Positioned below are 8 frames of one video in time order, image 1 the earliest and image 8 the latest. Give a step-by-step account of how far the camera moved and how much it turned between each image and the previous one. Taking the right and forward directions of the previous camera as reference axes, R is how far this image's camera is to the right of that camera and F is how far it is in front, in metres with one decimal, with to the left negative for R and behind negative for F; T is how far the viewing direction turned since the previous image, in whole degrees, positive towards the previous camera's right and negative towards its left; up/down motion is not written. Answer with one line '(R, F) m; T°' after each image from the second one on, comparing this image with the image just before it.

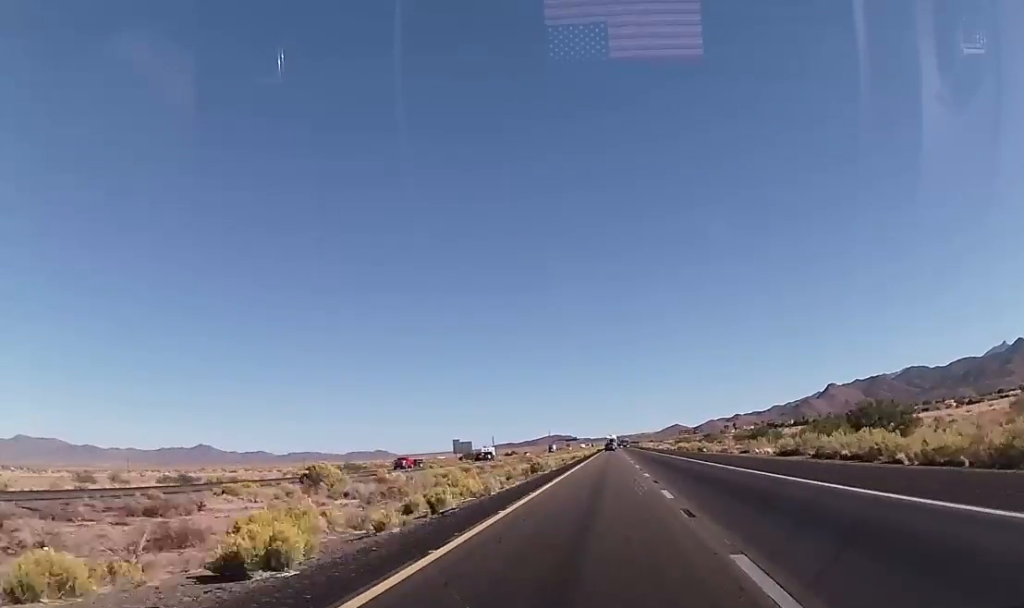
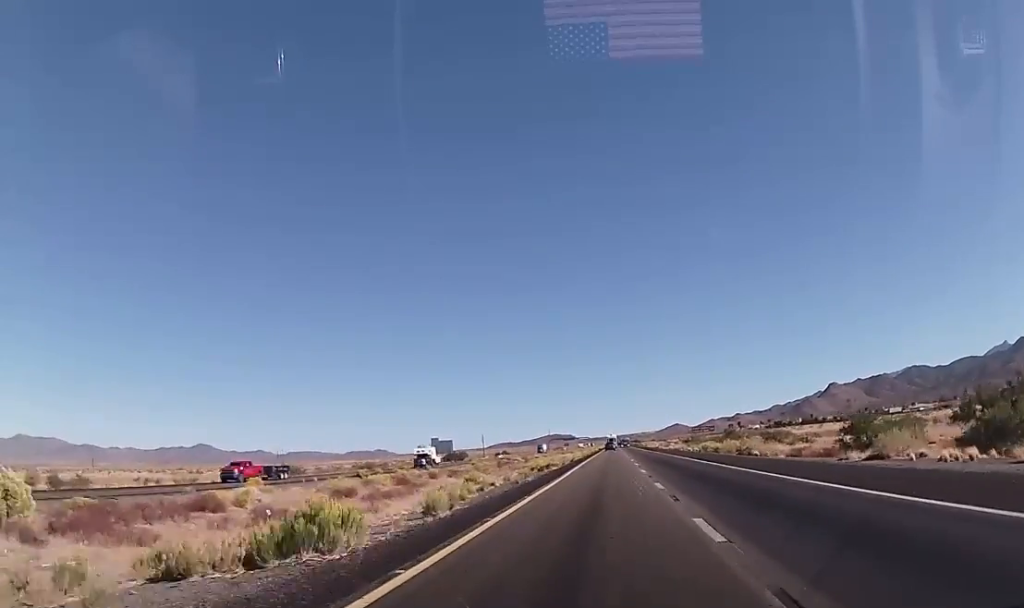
(0.0, +32.7) m; 0°
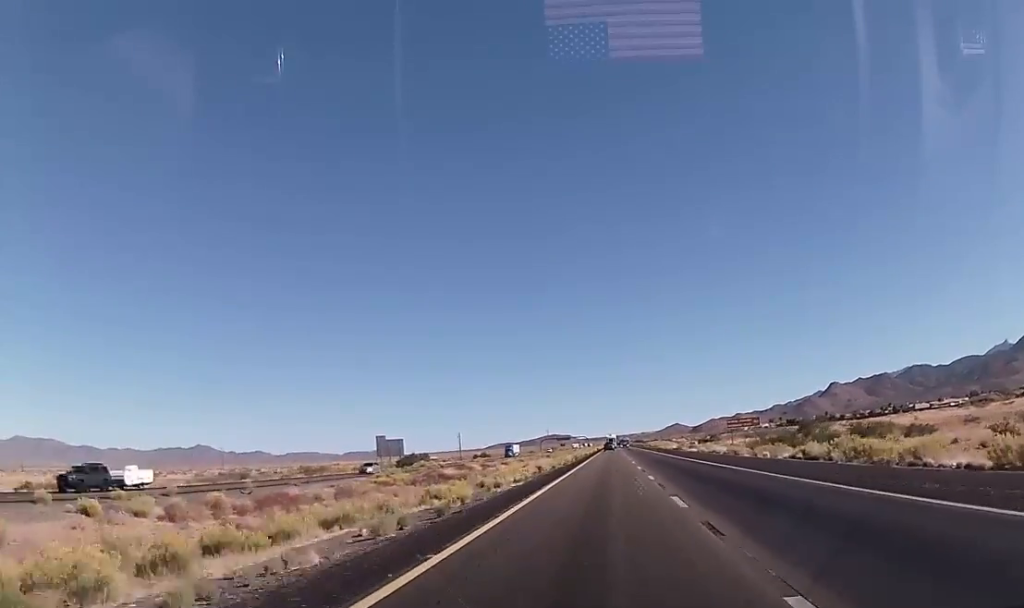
(+0.2, +55.3) m; 0°
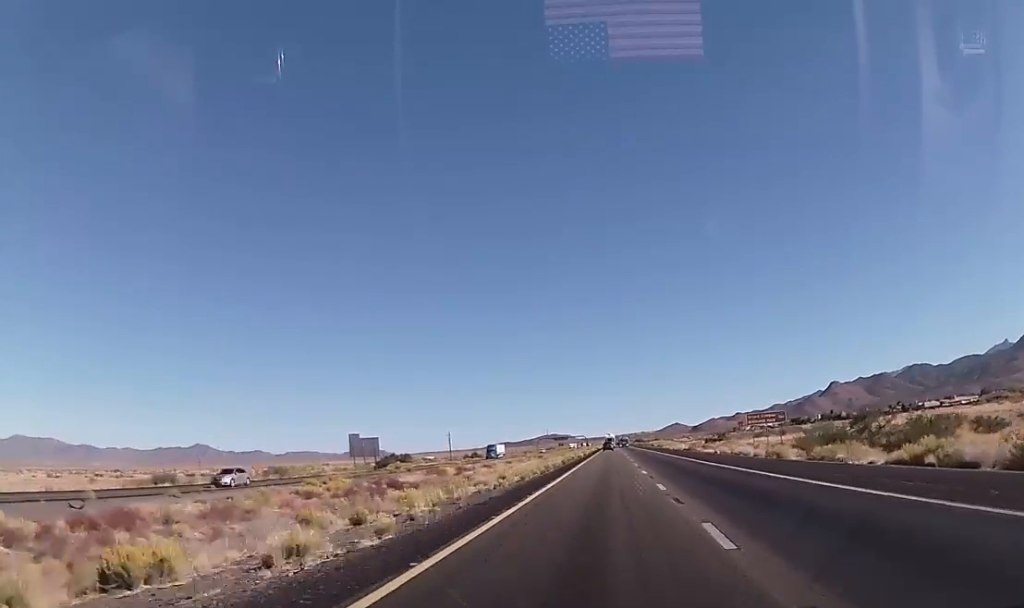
(-0.1, +18.9) m; 0°
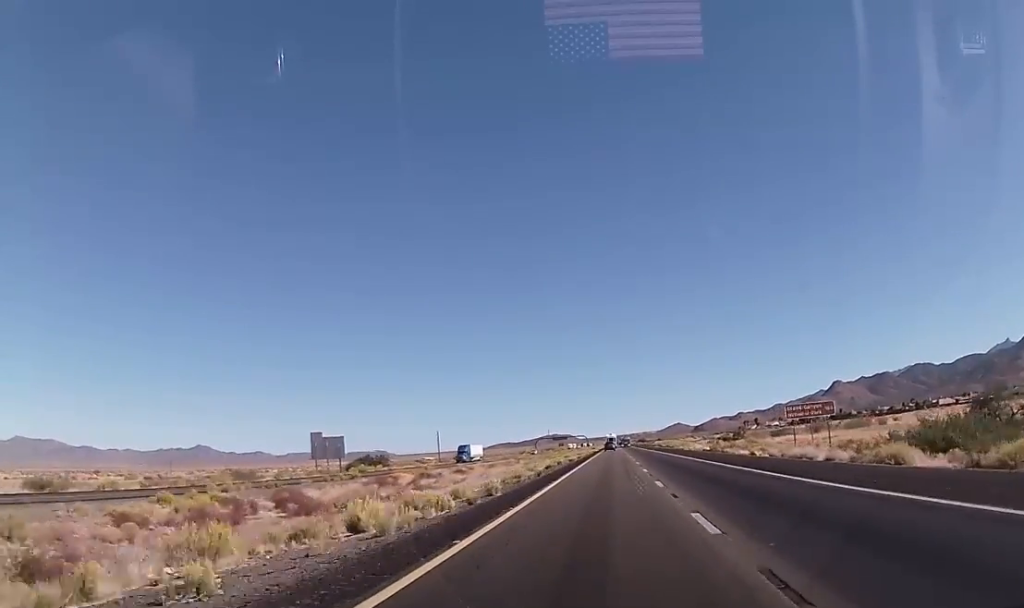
(-0.2, +22.7) m; 0°
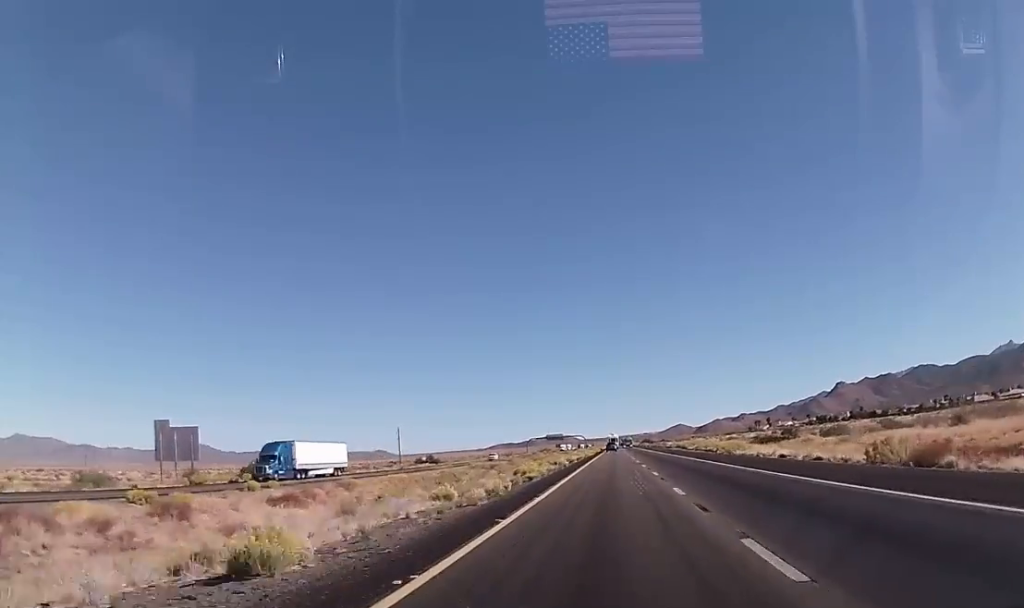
(-0.1, +52.8) m; -1°
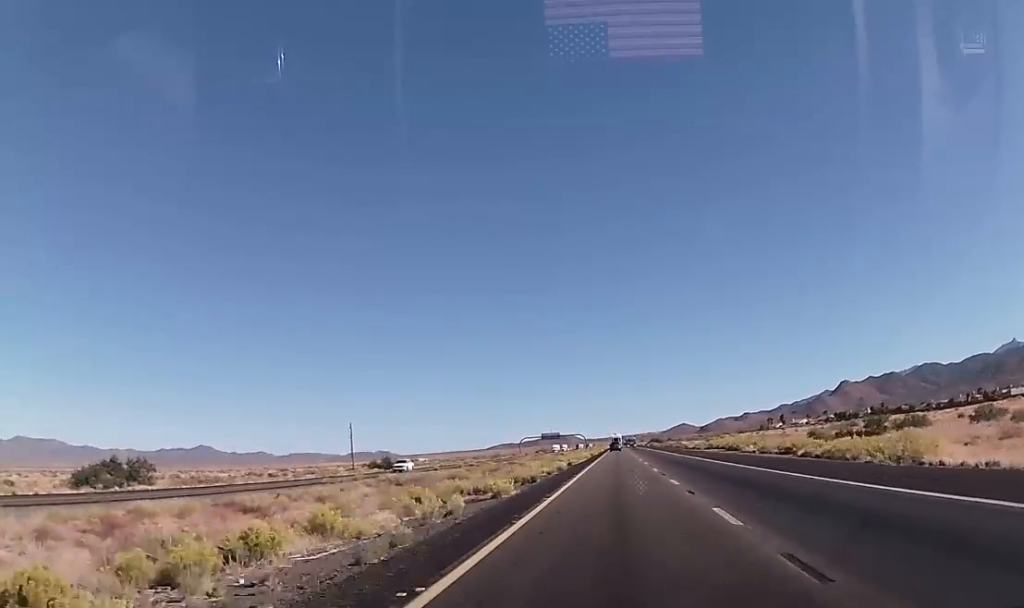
(-0.2, +44.1) m; 0°
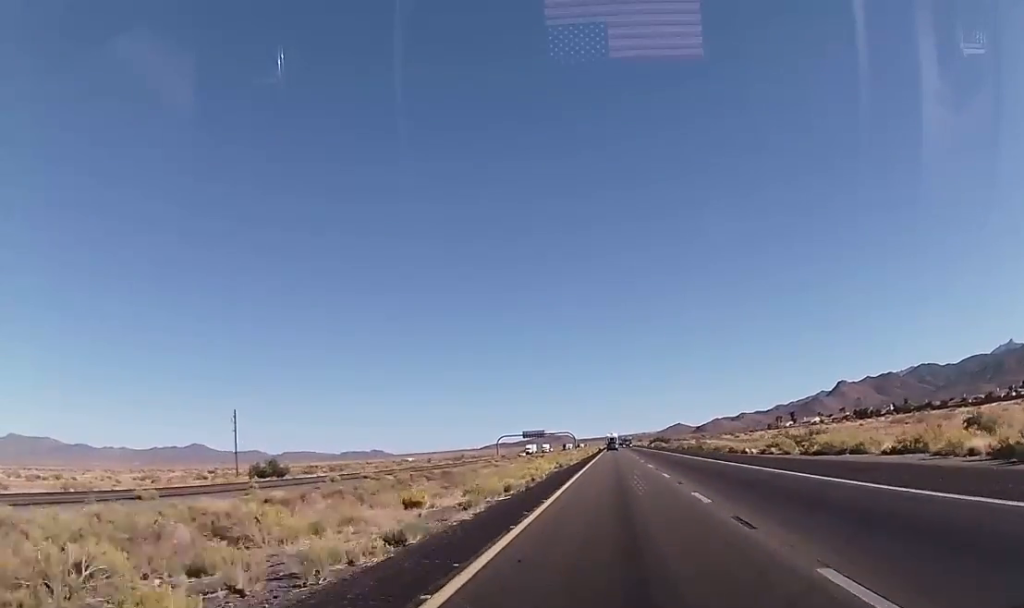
(+0.5, +56.4) m; 0°
